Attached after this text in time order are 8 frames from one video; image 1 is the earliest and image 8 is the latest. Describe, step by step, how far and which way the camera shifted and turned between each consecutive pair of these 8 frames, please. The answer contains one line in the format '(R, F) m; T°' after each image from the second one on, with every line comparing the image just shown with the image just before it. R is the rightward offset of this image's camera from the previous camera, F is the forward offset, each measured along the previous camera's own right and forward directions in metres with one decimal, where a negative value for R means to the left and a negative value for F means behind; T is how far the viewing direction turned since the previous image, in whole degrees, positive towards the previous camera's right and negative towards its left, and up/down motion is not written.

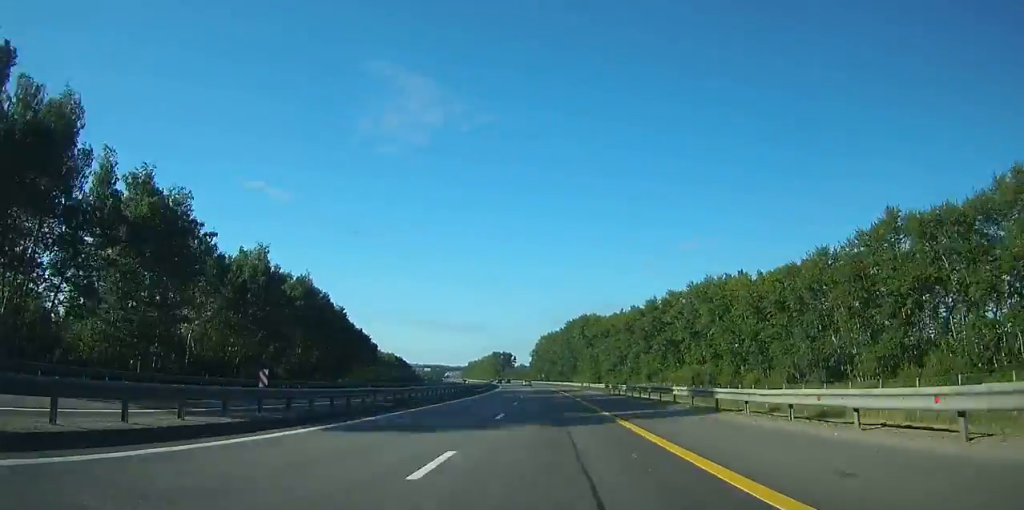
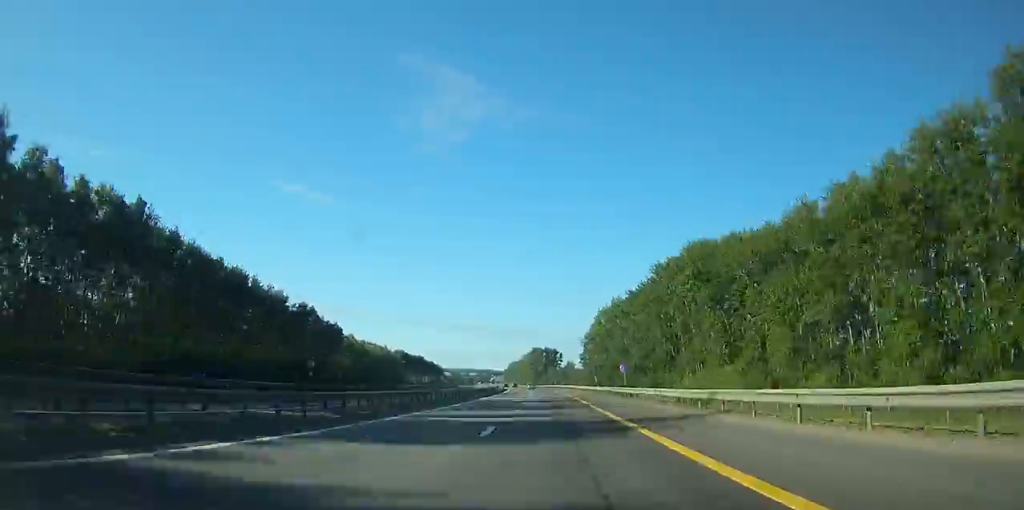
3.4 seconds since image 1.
(-5.2, +119.0) m; -4°
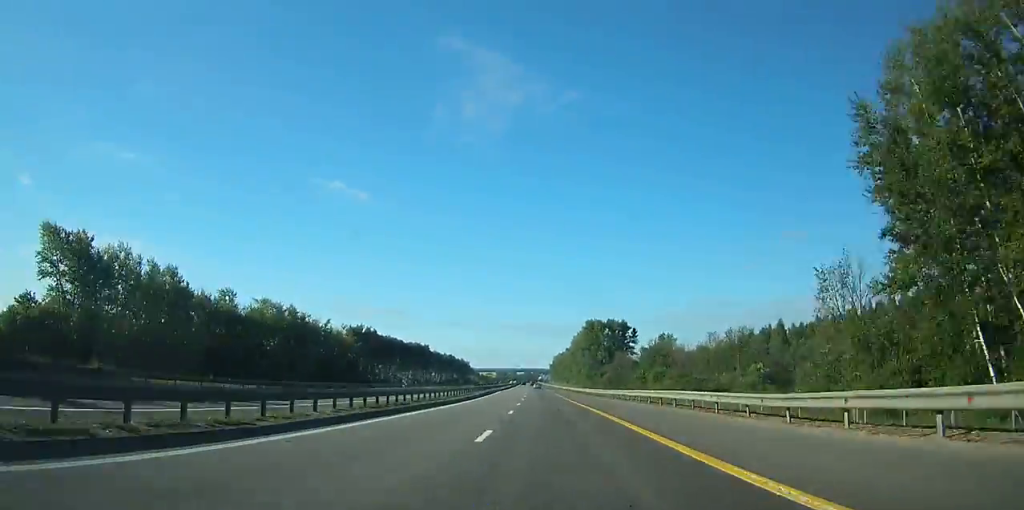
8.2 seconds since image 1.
(-6.7, +163.9) m; -5°
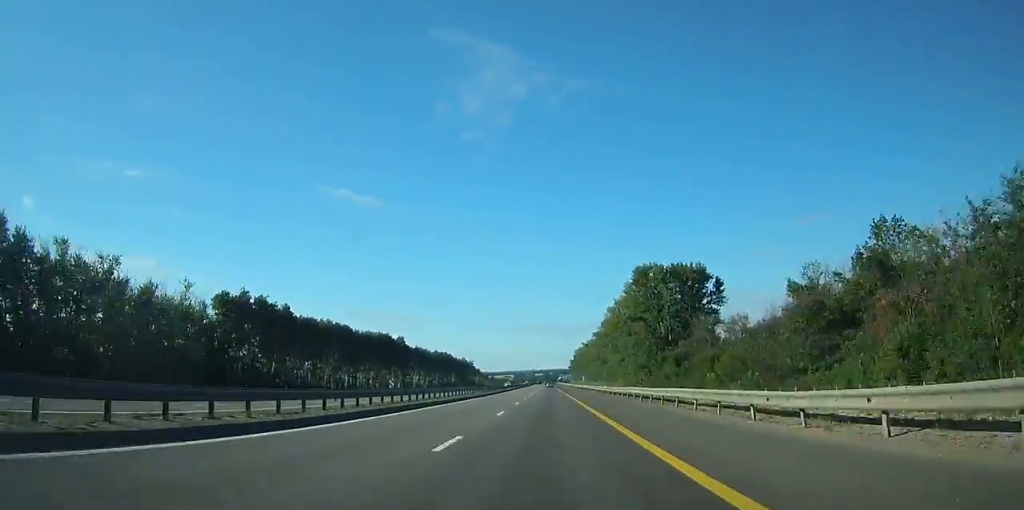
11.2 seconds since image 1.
(-1.9, +97.5) m; -1°
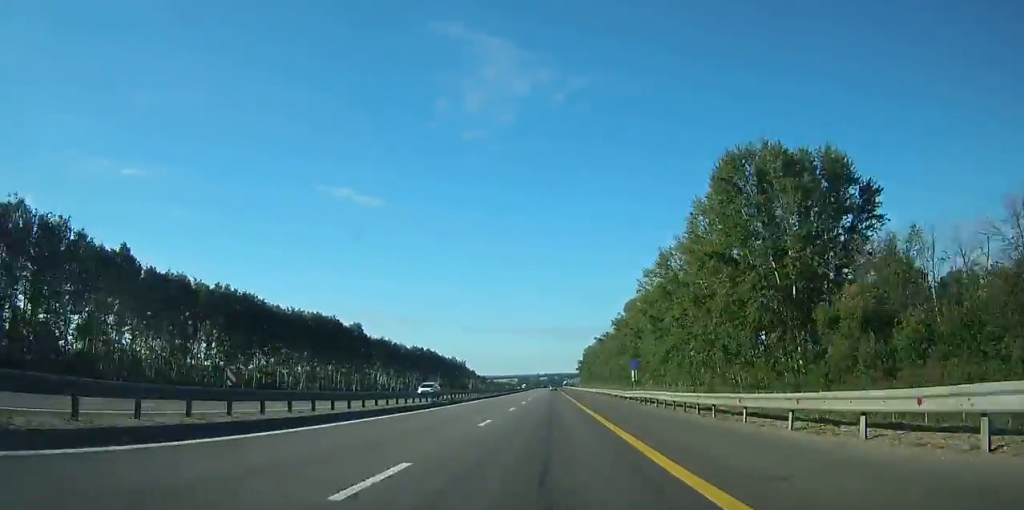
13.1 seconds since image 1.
(-0.4, +64.1) m; 0°
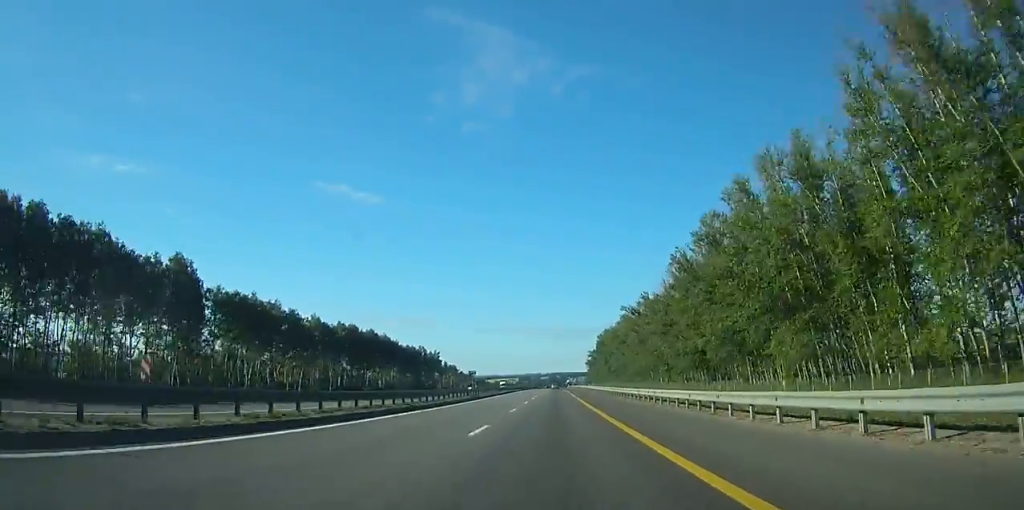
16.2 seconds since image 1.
(-0.3, +95.8) m; 0°
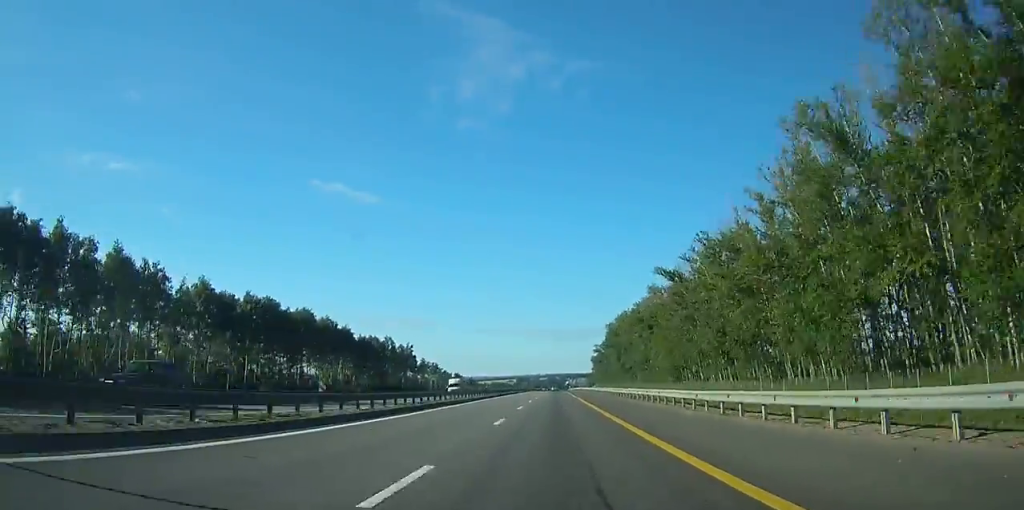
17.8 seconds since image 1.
(0.0, +52.1) m; 0°
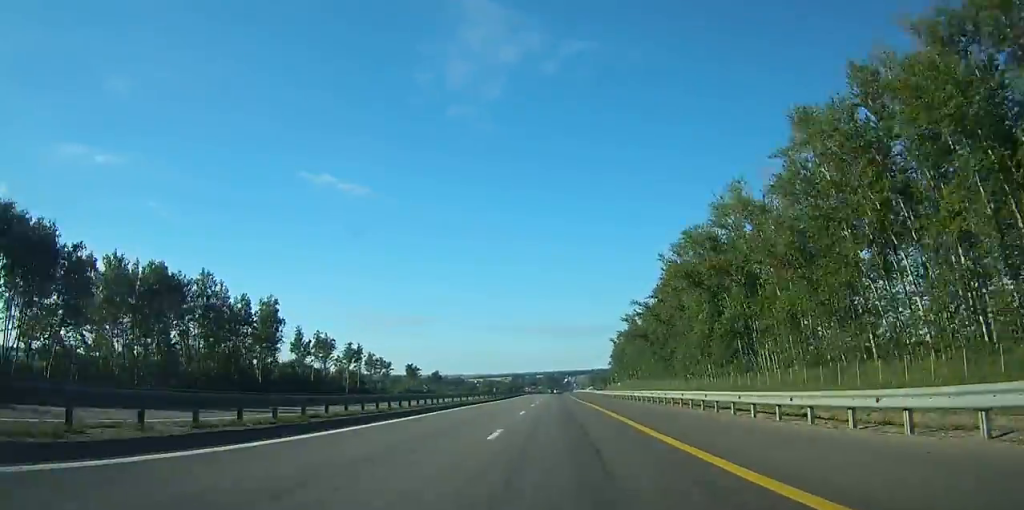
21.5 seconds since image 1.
(+0.3, +115.4) m; 0°
